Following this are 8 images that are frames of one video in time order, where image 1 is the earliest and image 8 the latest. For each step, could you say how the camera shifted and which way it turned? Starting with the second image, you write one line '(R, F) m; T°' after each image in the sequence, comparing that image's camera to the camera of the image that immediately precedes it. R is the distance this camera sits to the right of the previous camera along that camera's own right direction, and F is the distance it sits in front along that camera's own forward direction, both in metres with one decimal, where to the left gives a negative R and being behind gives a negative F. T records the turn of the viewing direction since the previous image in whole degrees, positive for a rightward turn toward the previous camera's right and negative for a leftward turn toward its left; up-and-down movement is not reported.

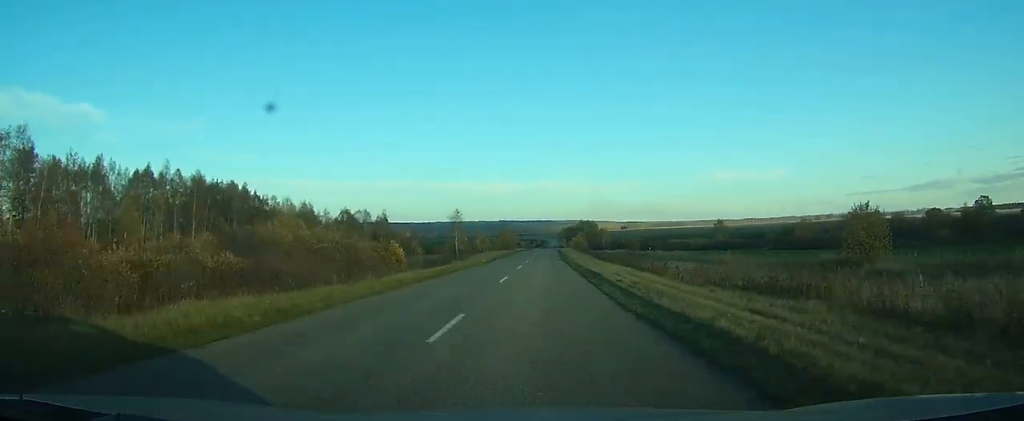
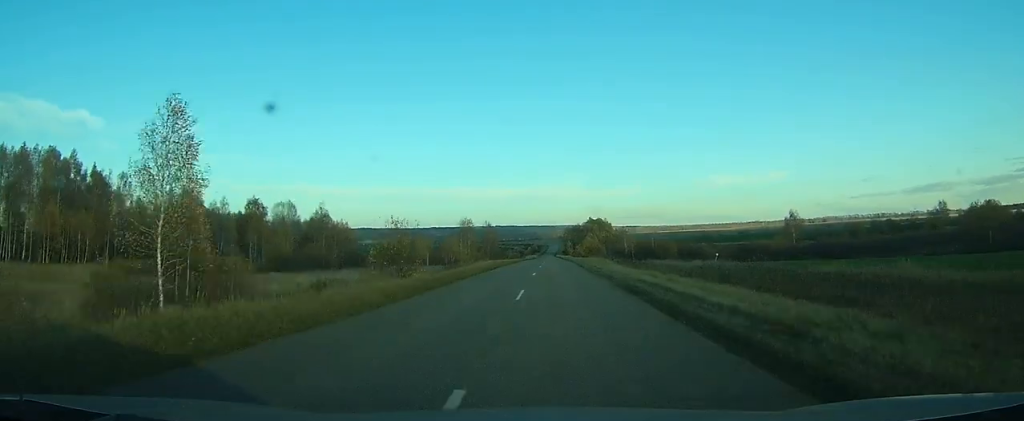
(-0.4, +72.5) m; 0°
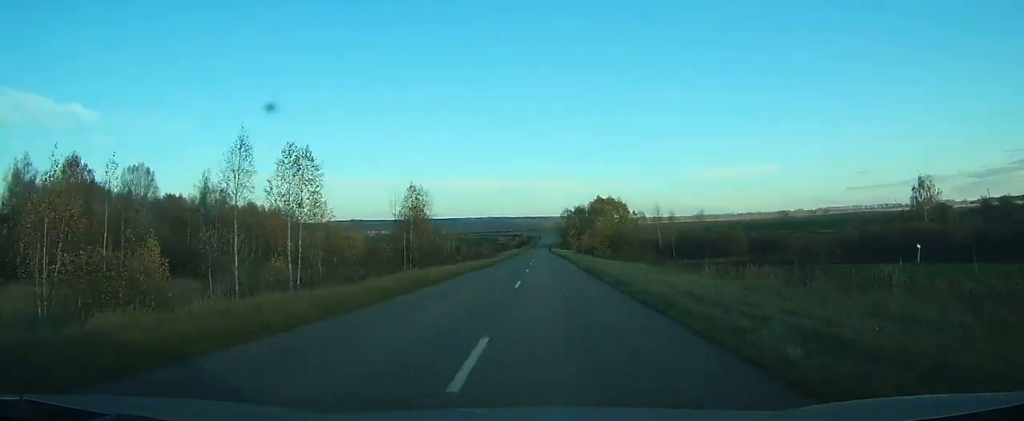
(+0.5, +69.7) m; +1°
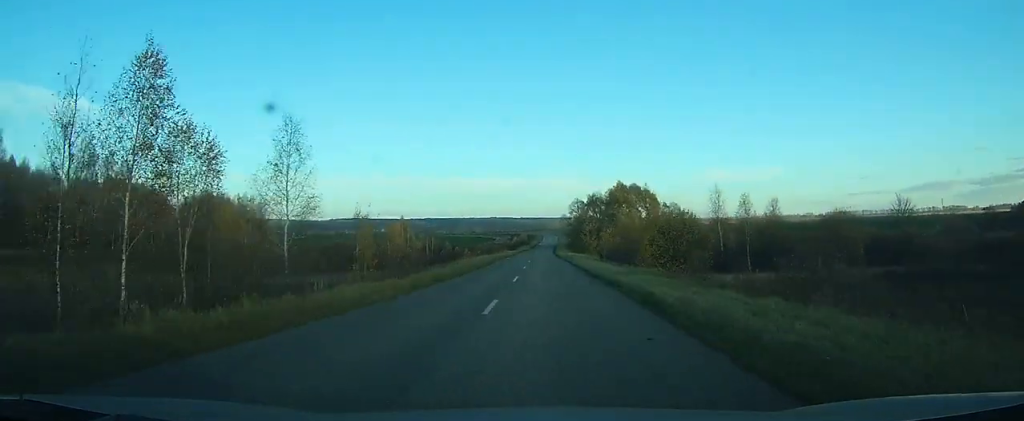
(+0.1, +44.0) m; 0°
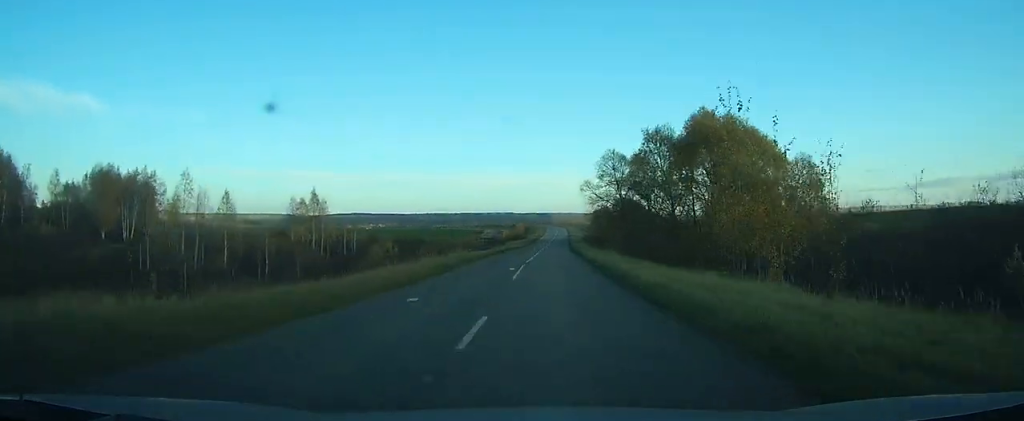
(-0.2, +67.9) m; 0°
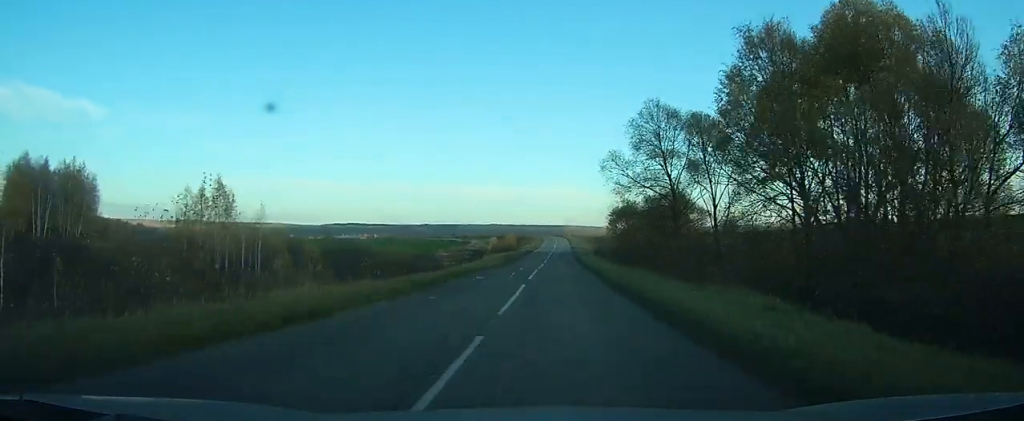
(+0.1, +29.7) m; 0°
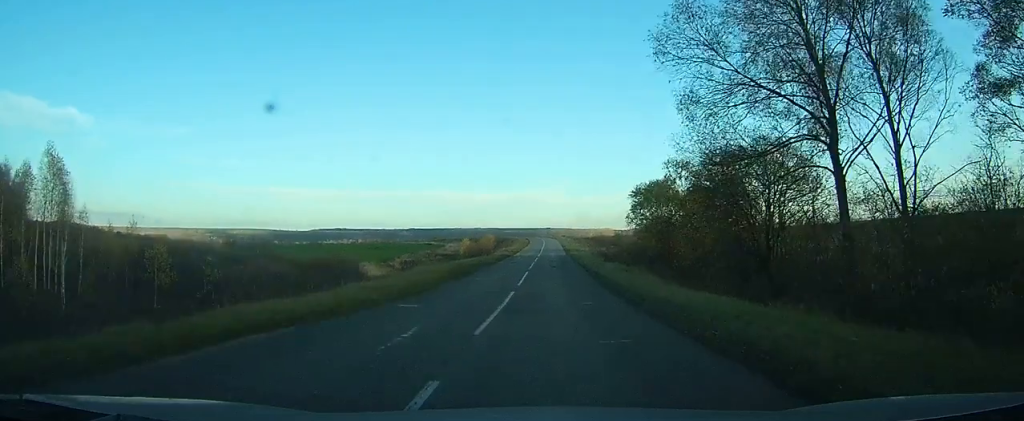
(+0.1, +25.5) m; 0°
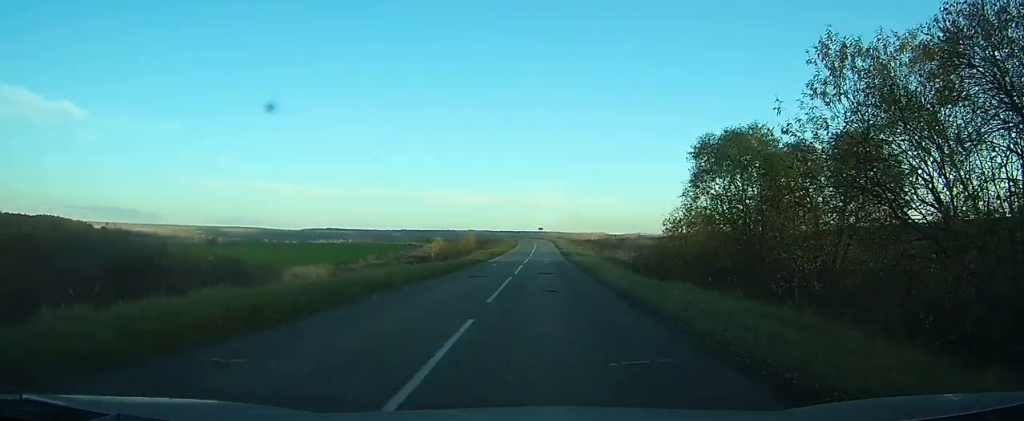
(+0.1, +19.6) m; 0°
